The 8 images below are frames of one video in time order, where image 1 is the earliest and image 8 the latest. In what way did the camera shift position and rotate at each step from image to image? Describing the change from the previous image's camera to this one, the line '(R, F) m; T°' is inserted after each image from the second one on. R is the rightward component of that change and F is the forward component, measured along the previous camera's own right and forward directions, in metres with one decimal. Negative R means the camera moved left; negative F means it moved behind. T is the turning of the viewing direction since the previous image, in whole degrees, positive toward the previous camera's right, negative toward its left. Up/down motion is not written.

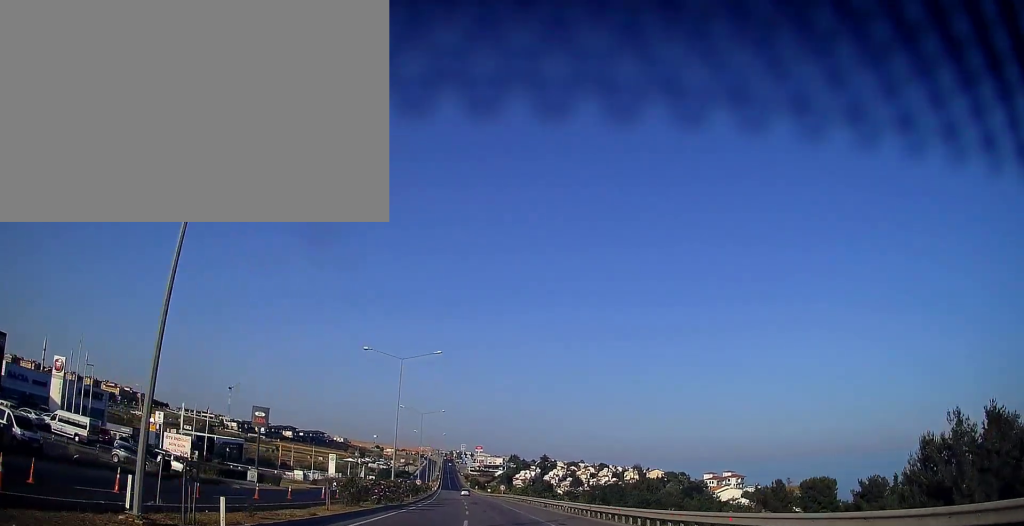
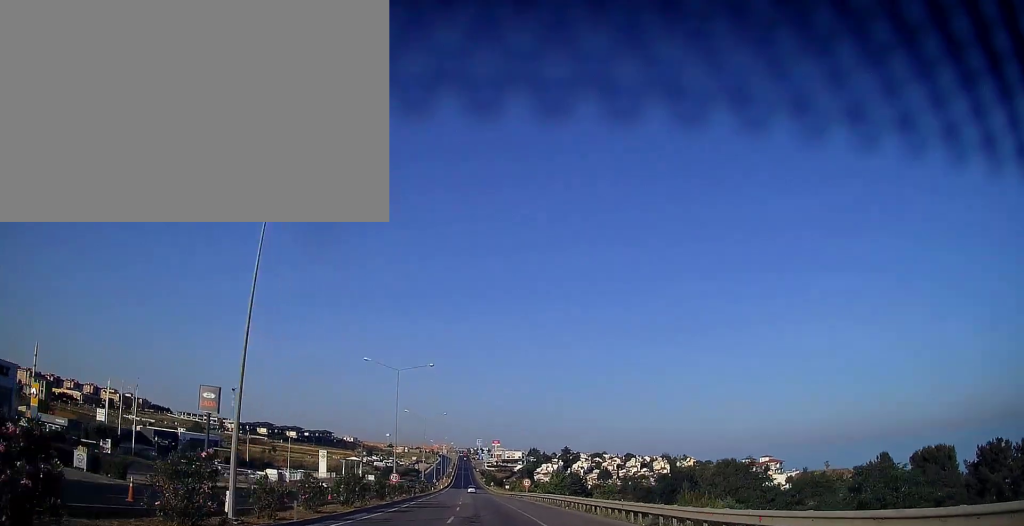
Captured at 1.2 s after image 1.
(-0.5, +33.2) m; -2°
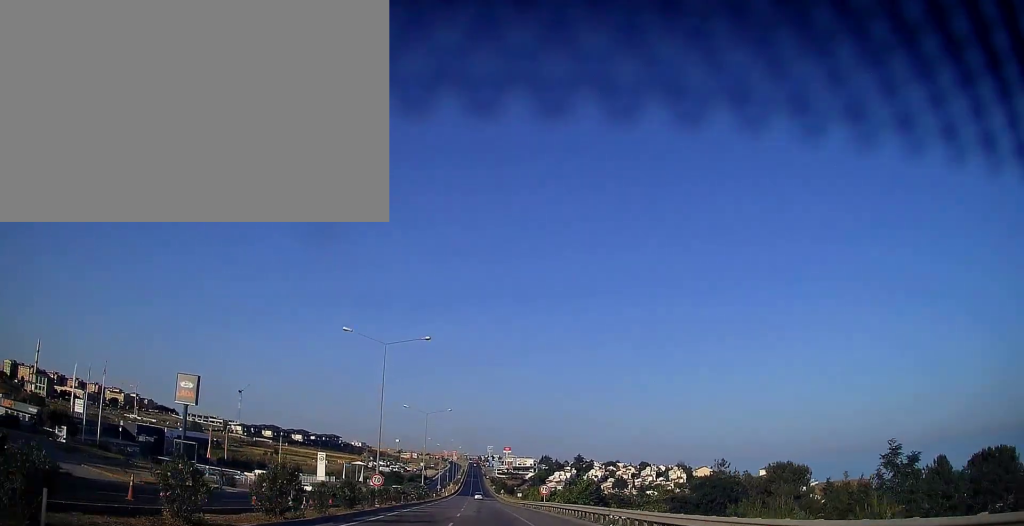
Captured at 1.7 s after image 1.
(-0.1, +12.5) m; -1°
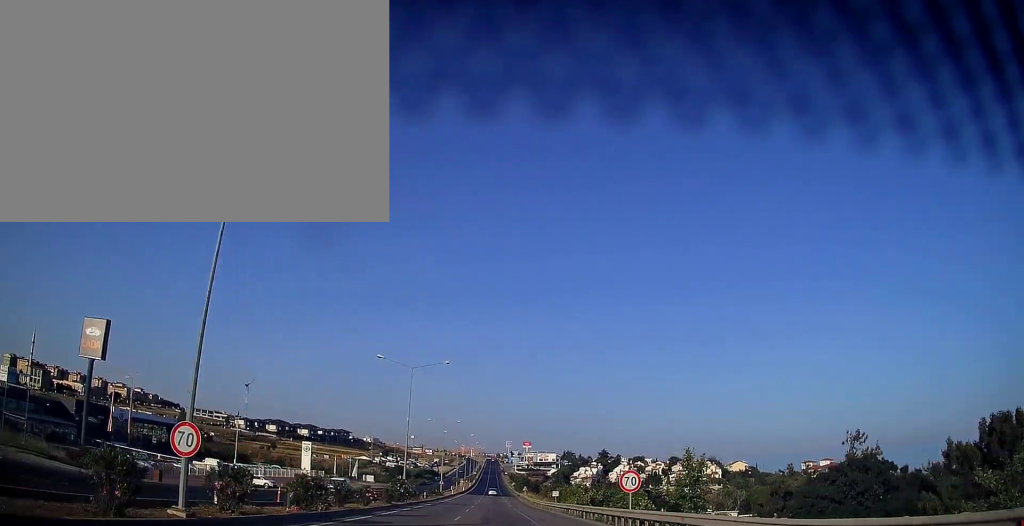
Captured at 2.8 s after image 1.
(-0.3, +30.2) m; -1°
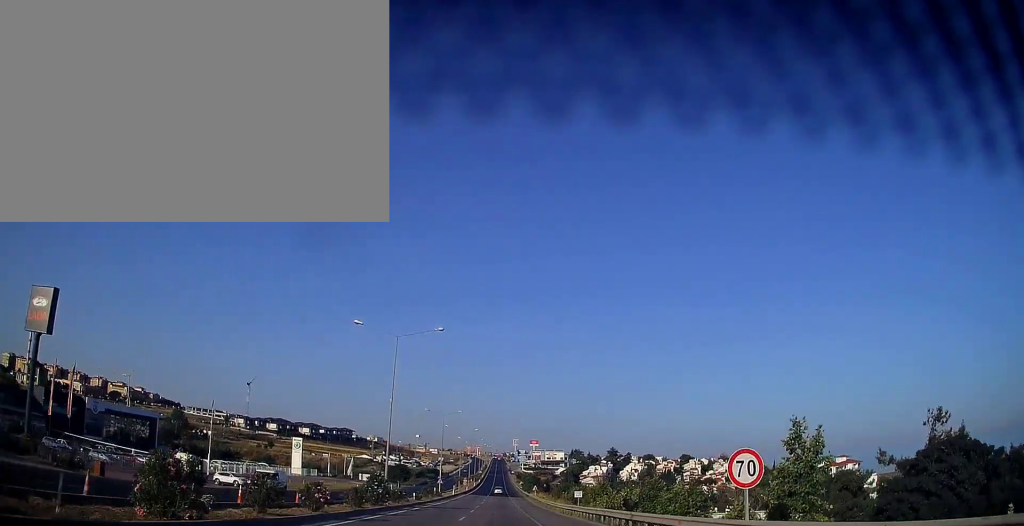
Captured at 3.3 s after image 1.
(-0.1, +11.5) m; 0°
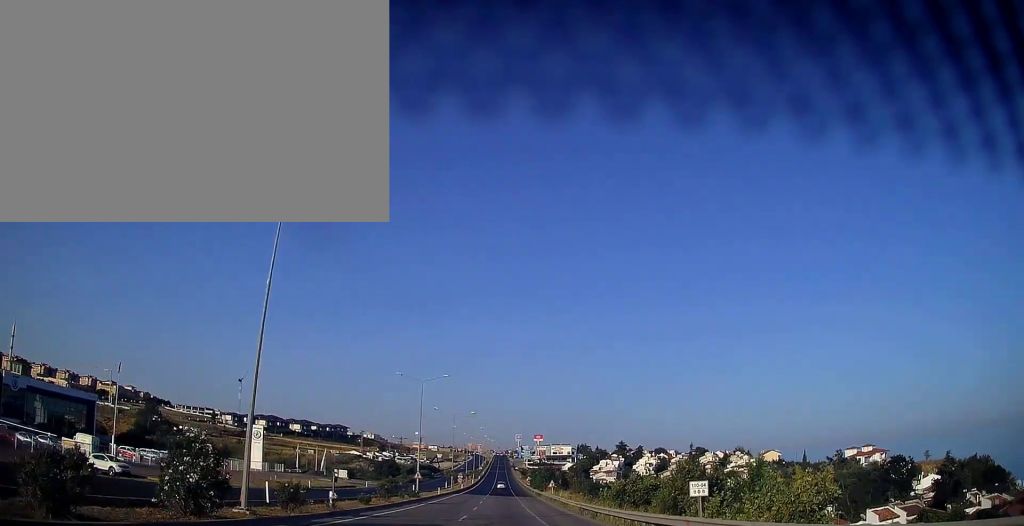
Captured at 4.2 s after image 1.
(-0.2, +24.7) m; -1°
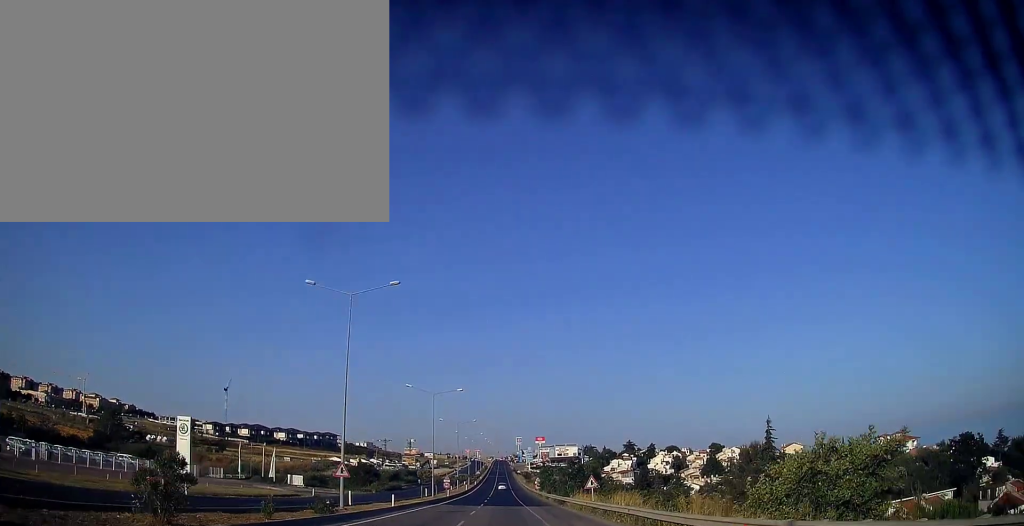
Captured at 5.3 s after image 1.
(-0.1, +28.0) m; 0°
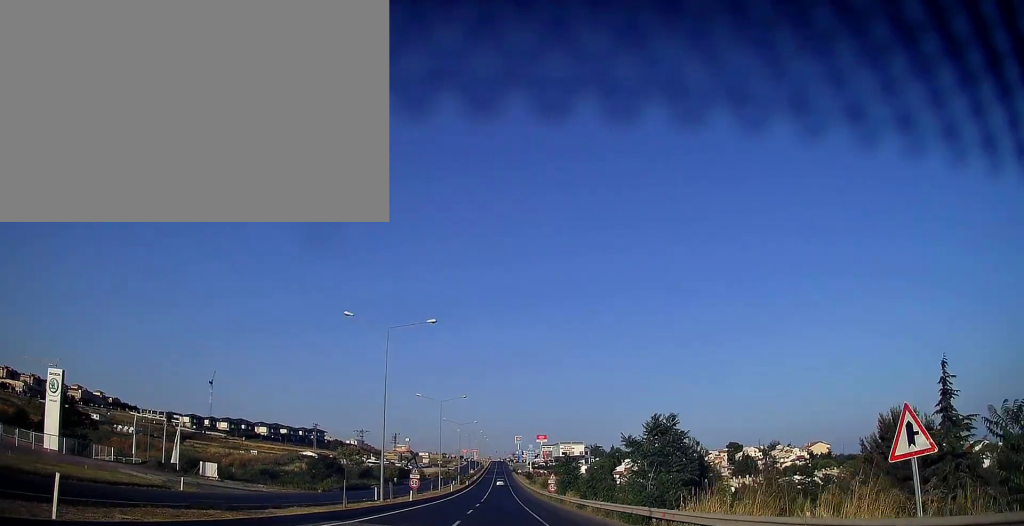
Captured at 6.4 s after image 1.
(-0.1, +29.5) m; 0°
